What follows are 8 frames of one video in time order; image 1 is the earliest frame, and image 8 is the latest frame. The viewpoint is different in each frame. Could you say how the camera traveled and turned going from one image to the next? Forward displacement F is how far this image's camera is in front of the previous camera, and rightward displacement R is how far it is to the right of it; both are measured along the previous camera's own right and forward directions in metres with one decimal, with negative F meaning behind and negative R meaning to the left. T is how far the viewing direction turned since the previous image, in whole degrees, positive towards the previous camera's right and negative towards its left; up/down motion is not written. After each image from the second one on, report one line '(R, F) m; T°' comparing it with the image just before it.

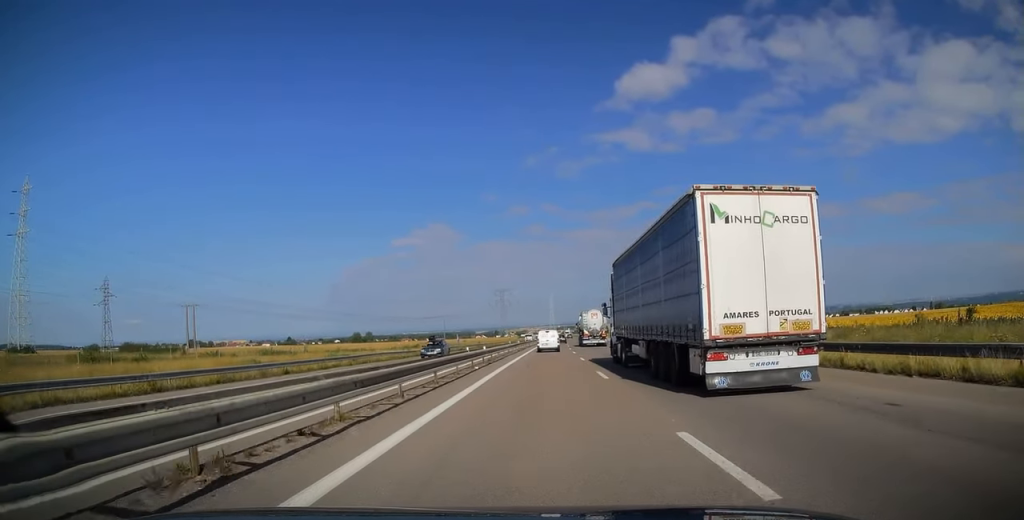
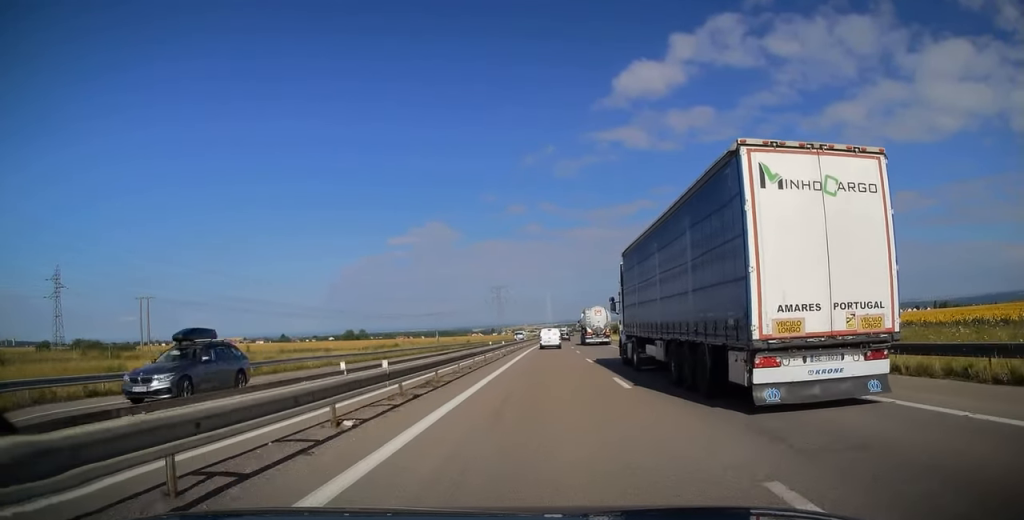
(+0.1, +16.5) m; +1°
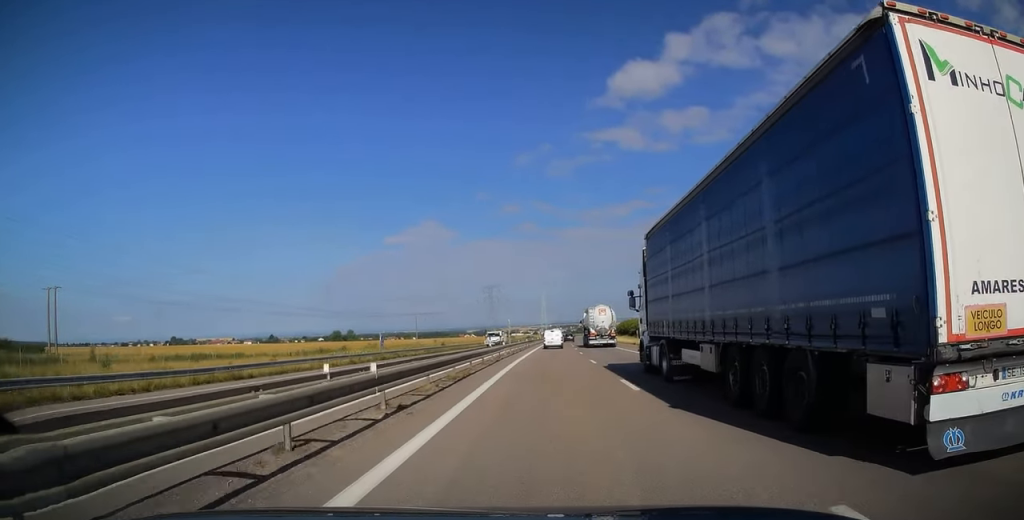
(+0.4, +25.9) m; +1°
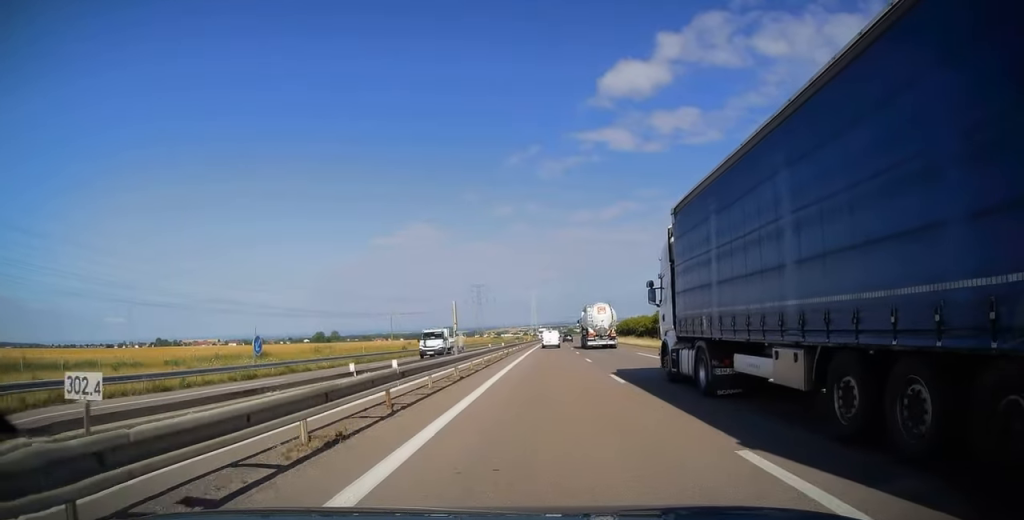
(+0.1, +23.3) m; 0°
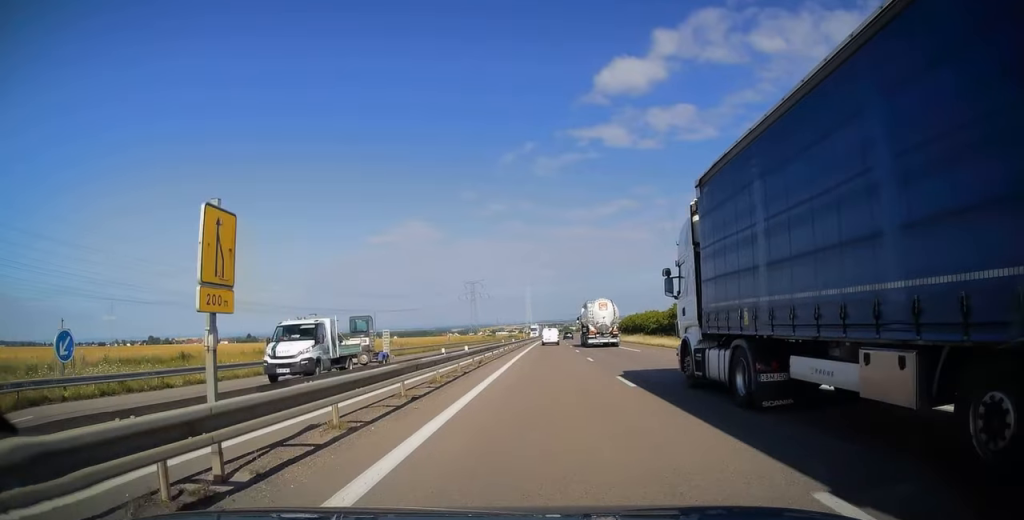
(0.0, +14.9) m; 0°
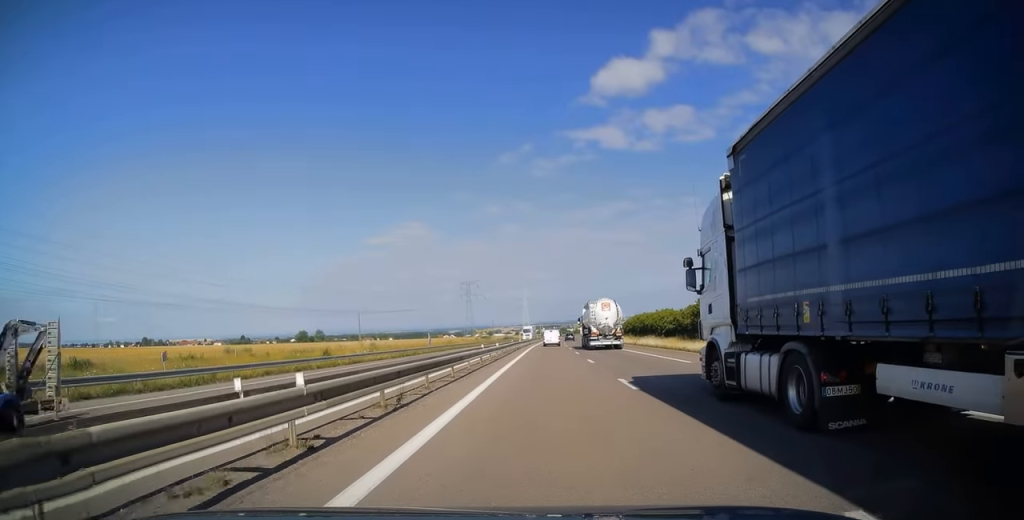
(0.0, +13.3) m; 0°
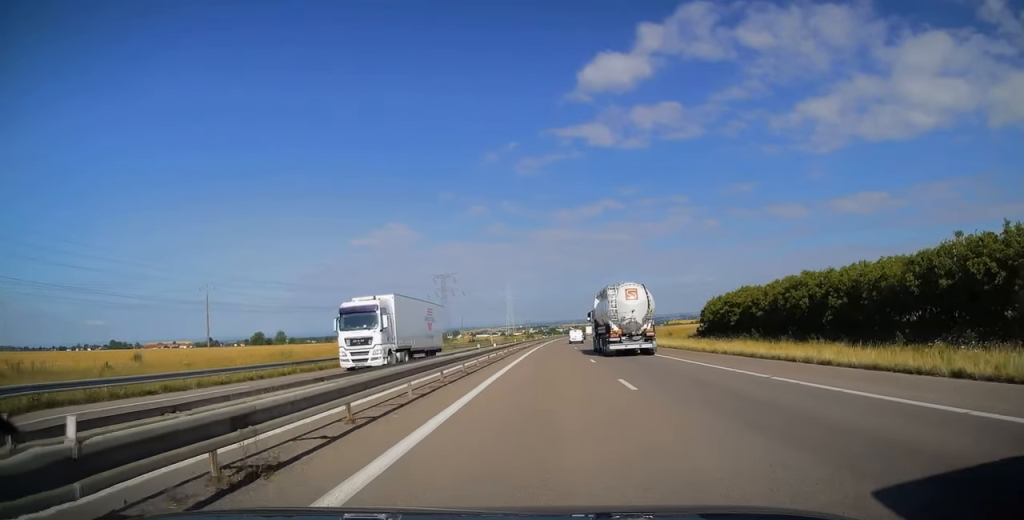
(+1.2, +77.2) m; +2°
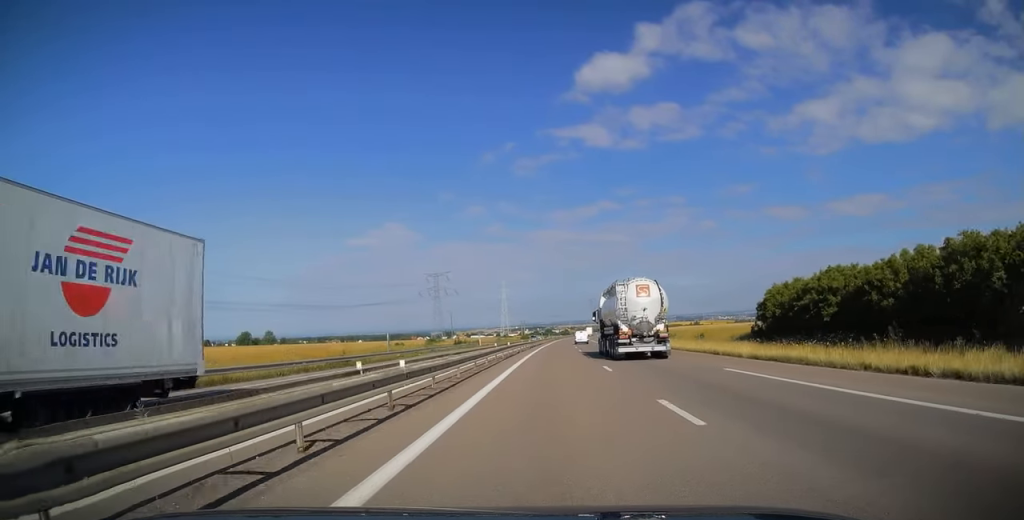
(0.0, +18.2) m; 0°
